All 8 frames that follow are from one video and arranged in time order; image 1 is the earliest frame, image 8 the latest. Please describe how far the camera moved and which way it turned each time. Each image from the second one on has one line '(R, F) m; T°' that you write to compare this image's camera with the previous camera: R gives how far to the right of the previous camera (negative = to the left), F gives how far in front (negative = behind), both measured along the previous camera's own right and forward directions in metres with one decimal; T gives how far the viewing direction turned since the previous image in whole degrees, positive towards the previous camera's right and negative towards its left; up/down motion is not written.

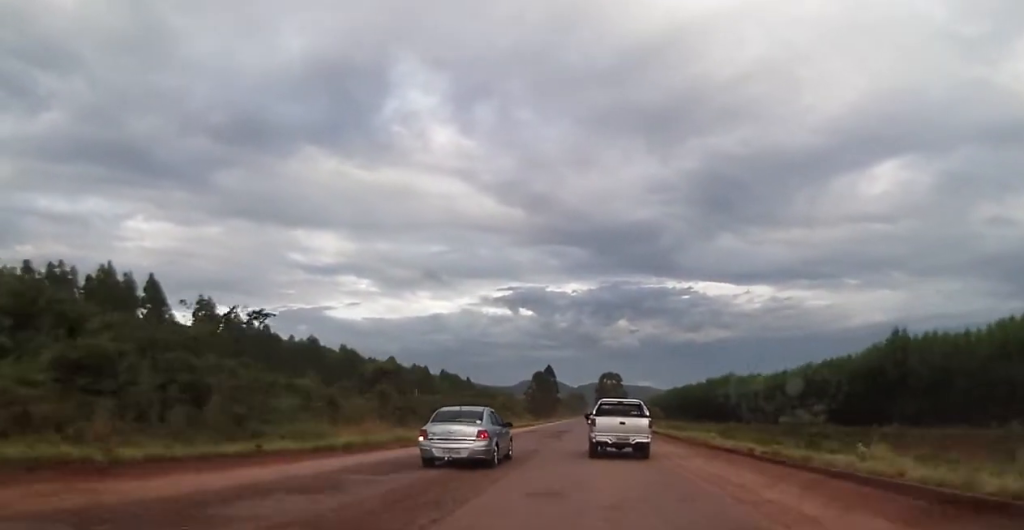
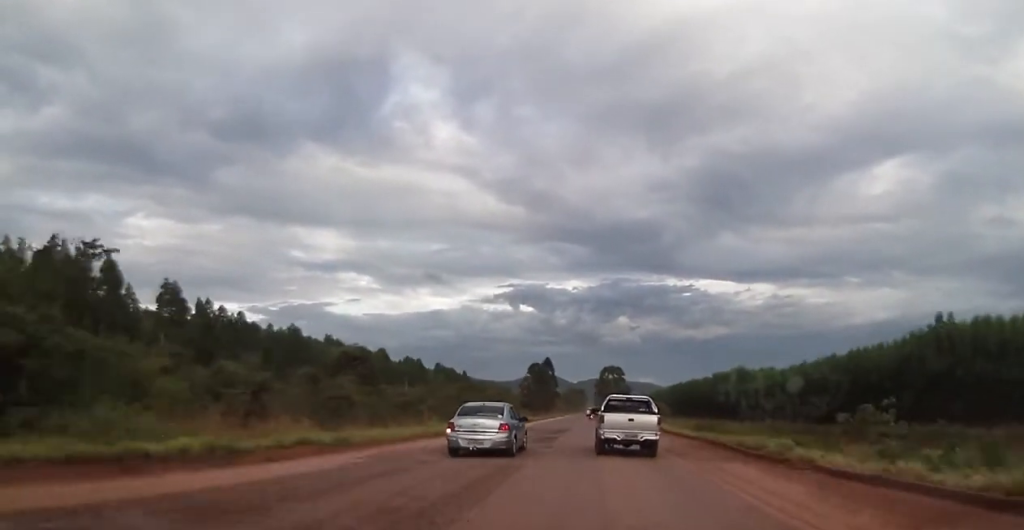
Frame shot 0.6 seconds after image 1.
(0.0, +11.4) m; -1°
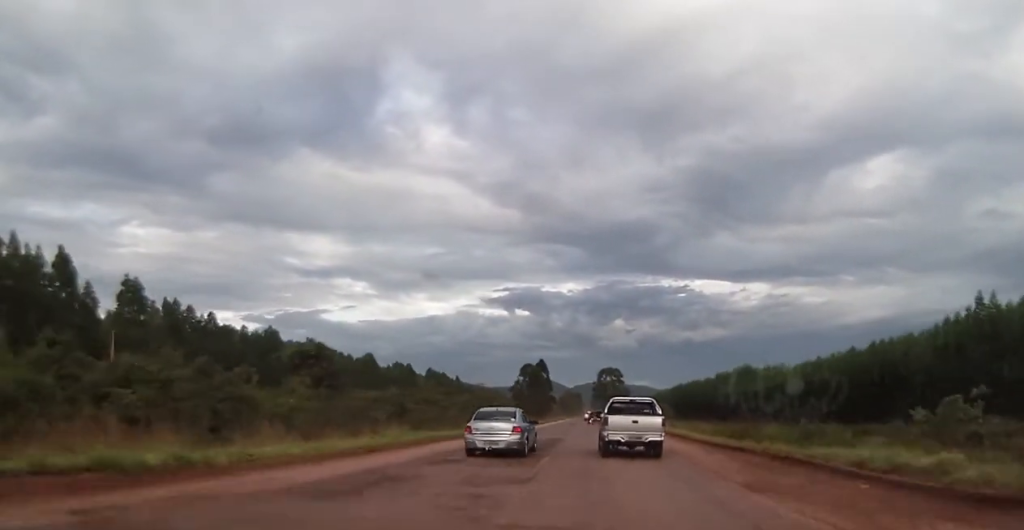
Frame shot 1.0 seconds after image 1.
(-0.1, +9.6) m; 0°
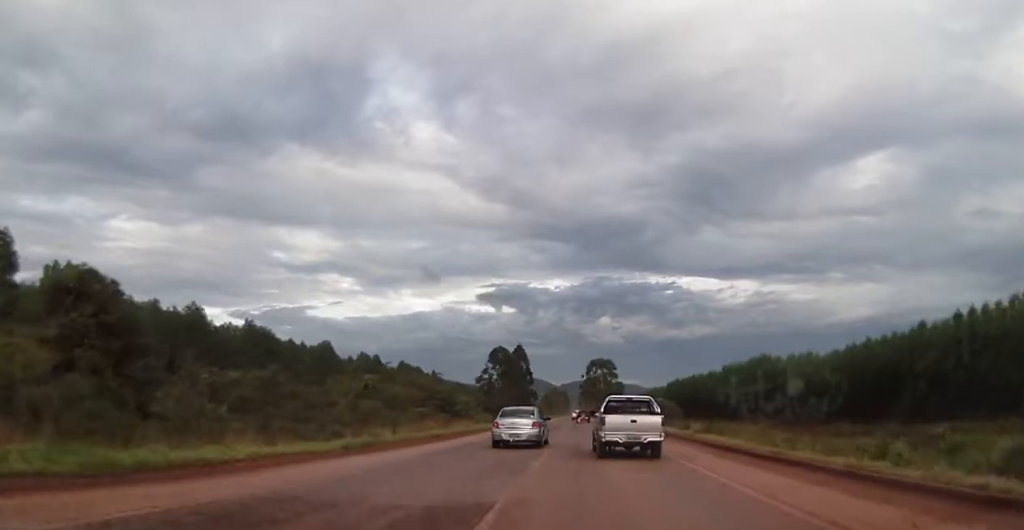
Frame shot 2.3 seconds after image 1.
(-0.2, +25.9) m; 0°
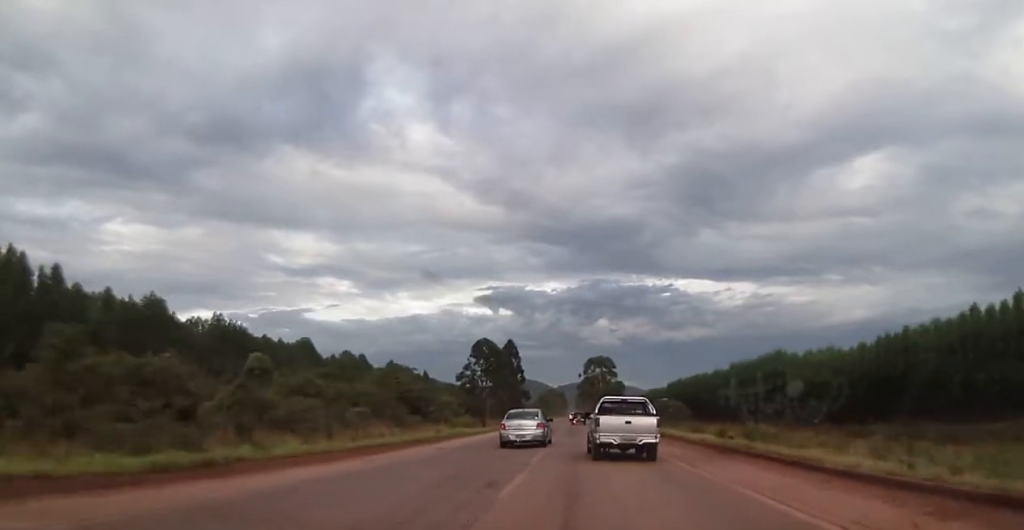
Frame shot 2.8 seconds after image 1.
(0.0, +12.1) m; +1°
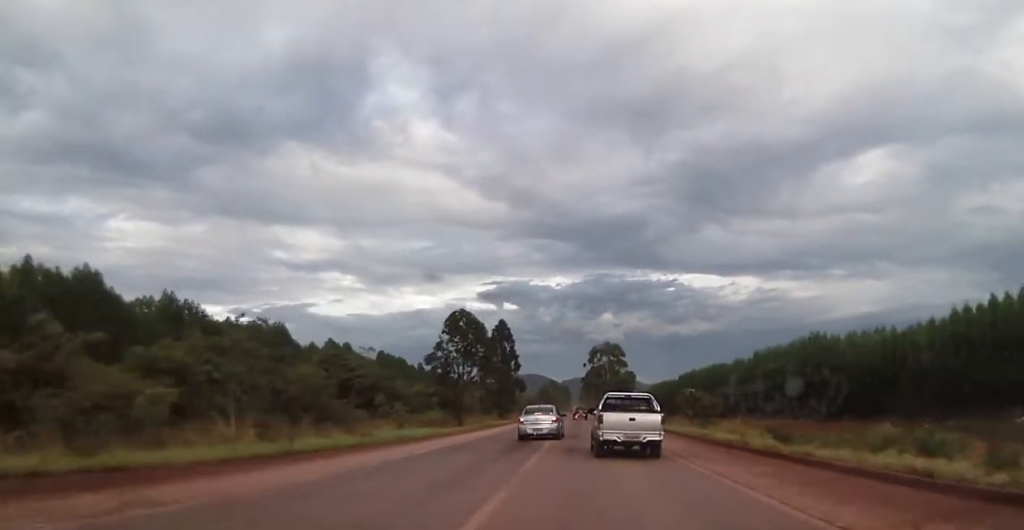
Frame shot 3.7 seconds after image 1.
(+0.4, +18.7) m; 0°
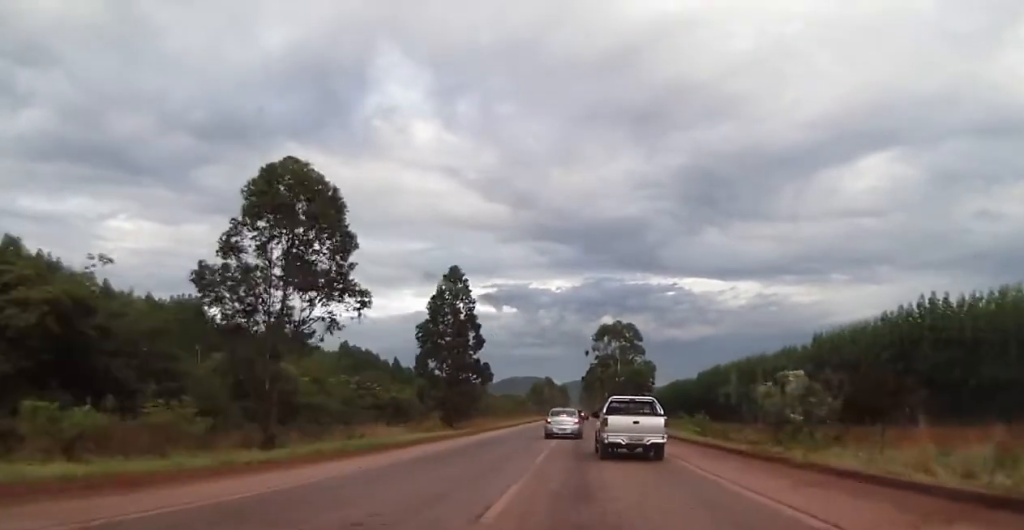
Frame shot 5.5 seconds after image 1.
(0.0, +39.1) m; +1°
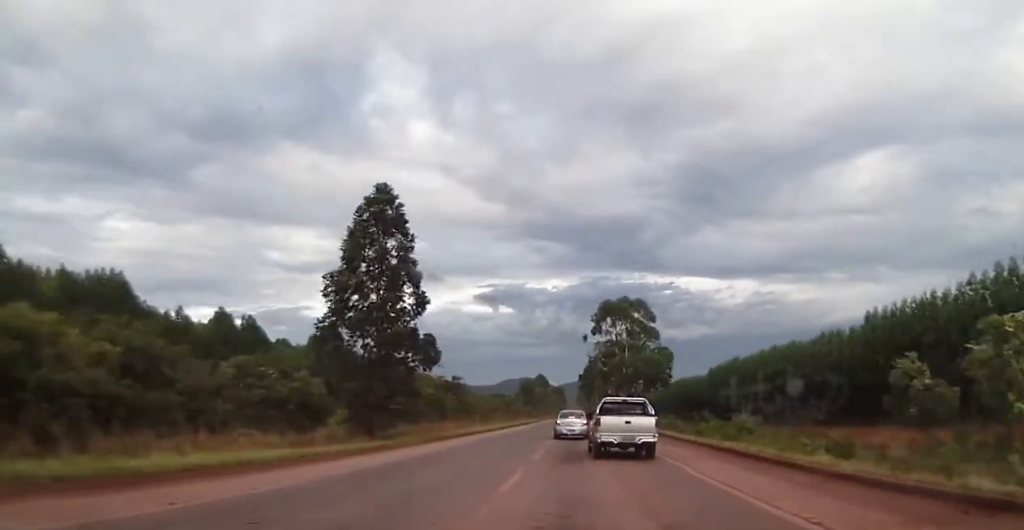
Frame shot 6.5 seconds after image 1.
(-0.2, +22.4) m; +1°
